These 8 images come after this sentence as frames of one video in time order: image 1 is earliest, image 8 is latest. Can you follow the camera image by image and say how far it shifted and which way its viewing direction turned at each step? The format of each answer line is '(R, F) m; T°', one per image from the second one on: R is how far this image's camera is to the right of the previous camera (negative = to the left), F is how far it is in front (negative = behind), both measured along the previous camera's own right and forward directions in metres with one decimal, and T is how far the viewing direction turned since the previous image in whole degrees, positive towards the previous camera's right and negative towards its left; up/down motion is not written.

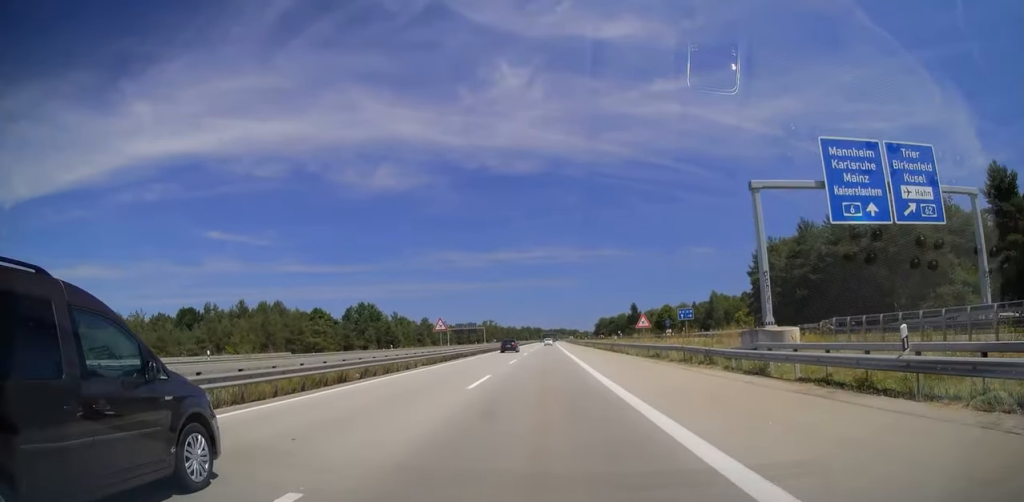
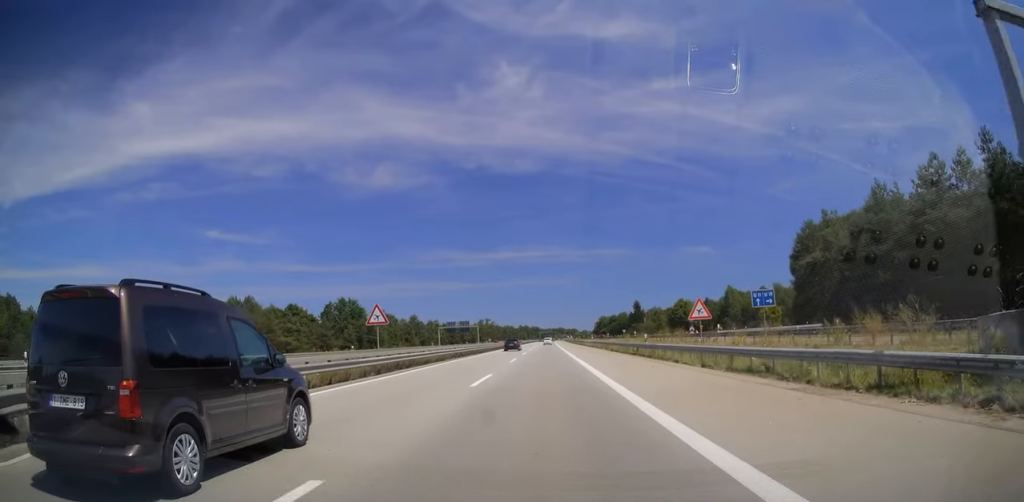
(+0.2, +17.7) m; +1°
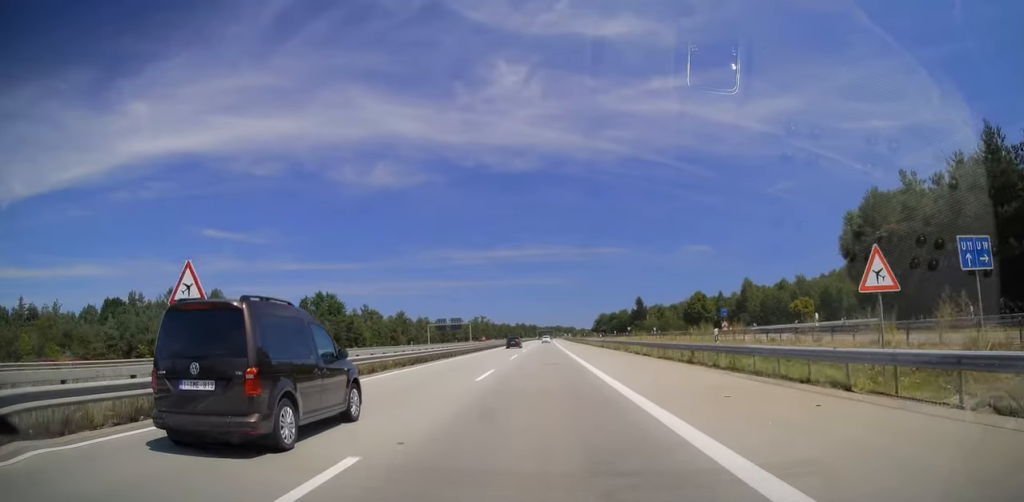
(0.0, +16.8) m; 0°
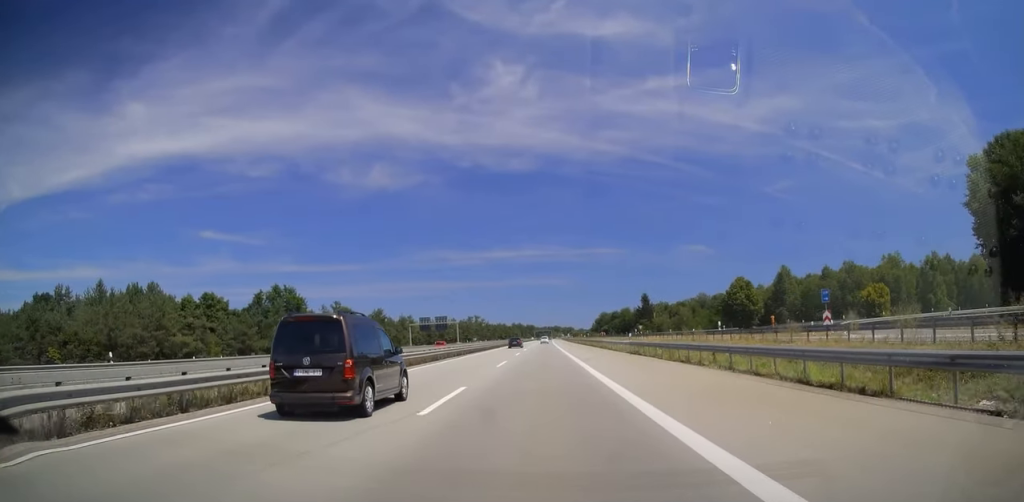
(-0.1, +26.1) m; 0°
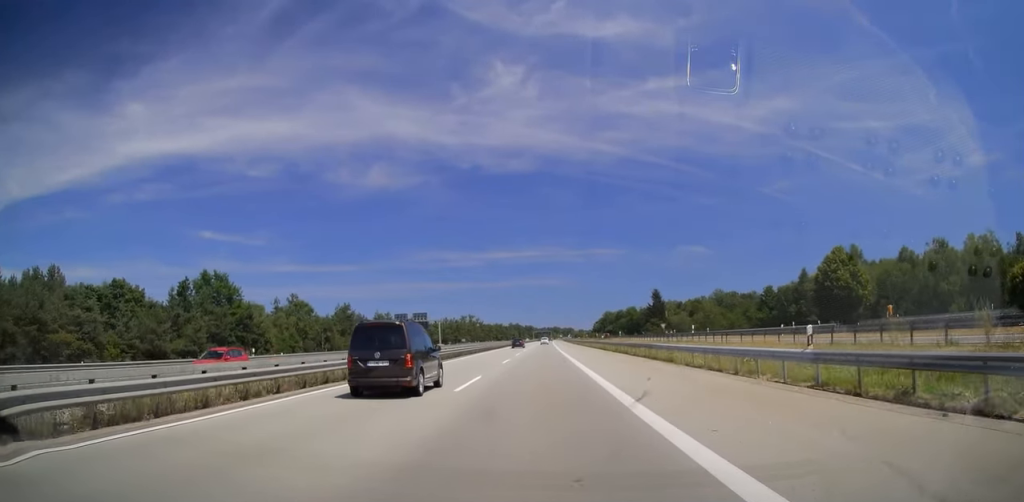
(-0.1, +31.1) m; 0°
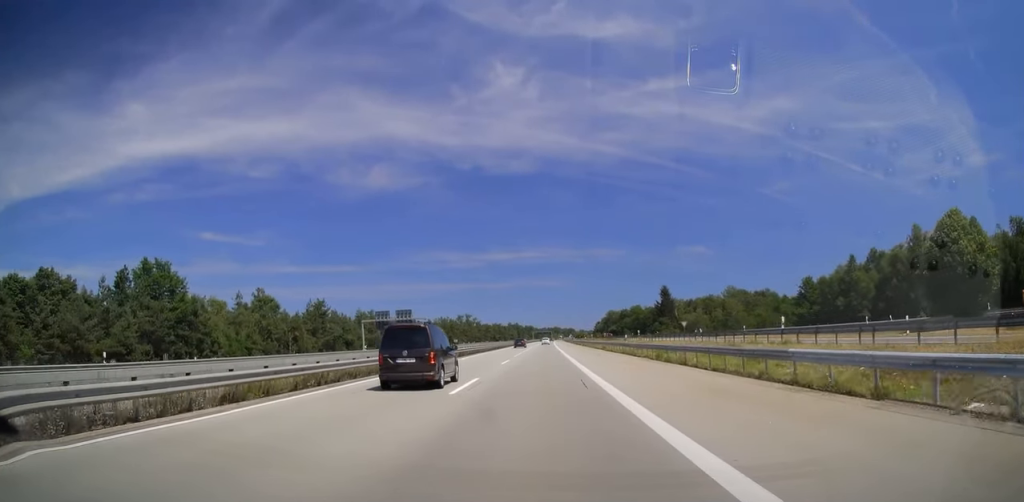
(+0.2, +18.7) m; +1°
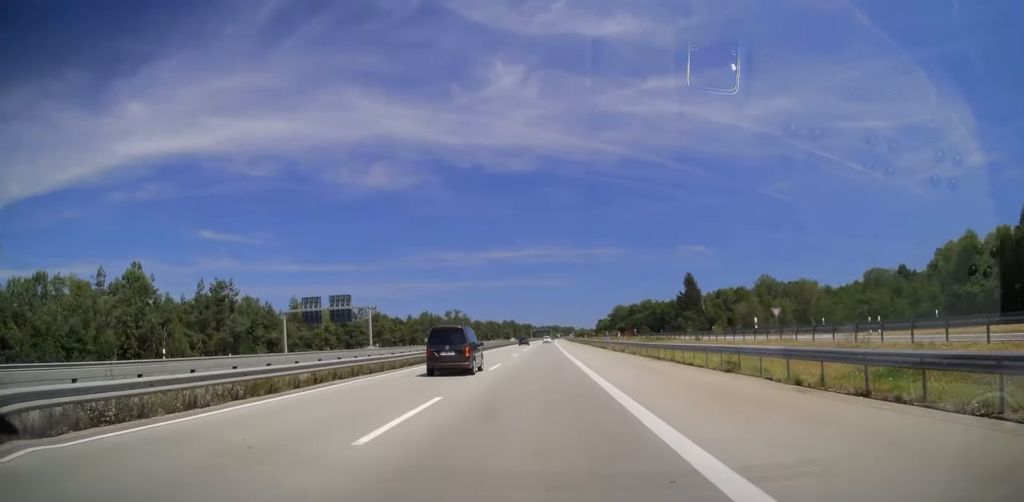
(-0.1, +43.8) m; 0°
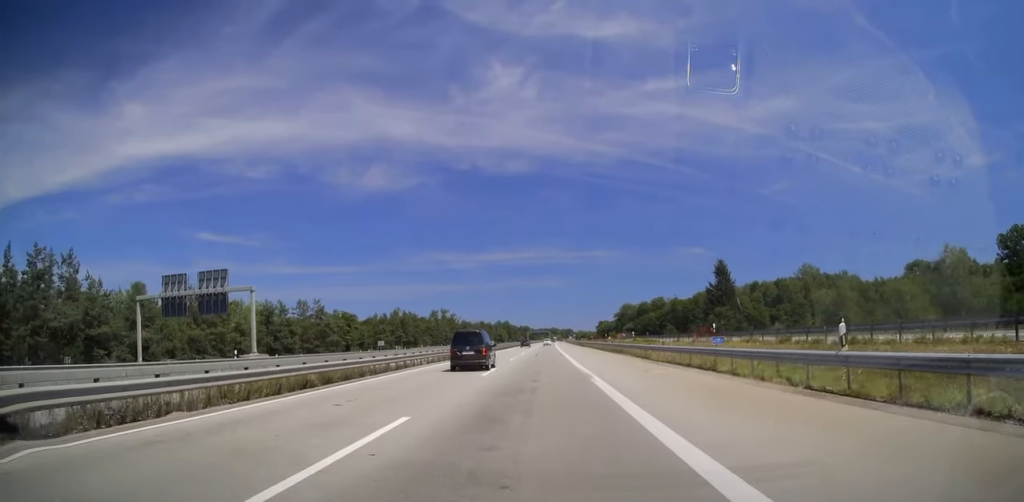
(0.0, +39.4) m; 0°
